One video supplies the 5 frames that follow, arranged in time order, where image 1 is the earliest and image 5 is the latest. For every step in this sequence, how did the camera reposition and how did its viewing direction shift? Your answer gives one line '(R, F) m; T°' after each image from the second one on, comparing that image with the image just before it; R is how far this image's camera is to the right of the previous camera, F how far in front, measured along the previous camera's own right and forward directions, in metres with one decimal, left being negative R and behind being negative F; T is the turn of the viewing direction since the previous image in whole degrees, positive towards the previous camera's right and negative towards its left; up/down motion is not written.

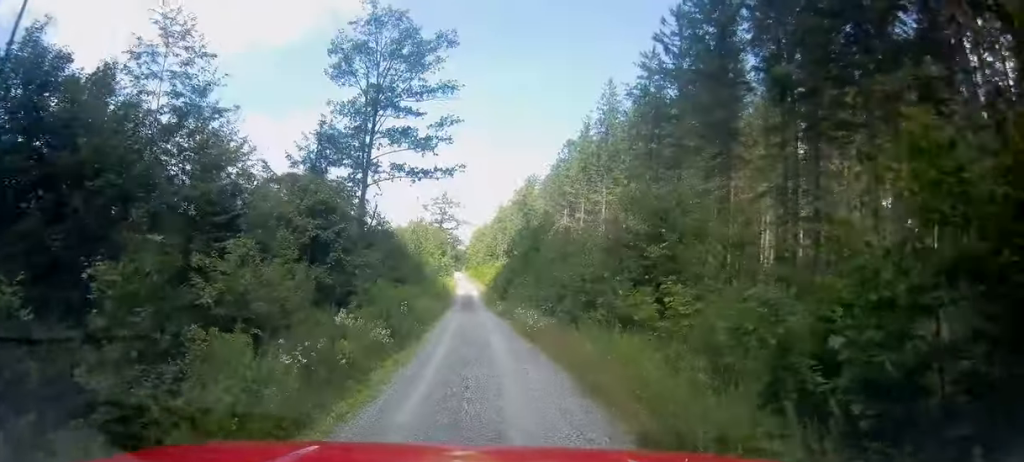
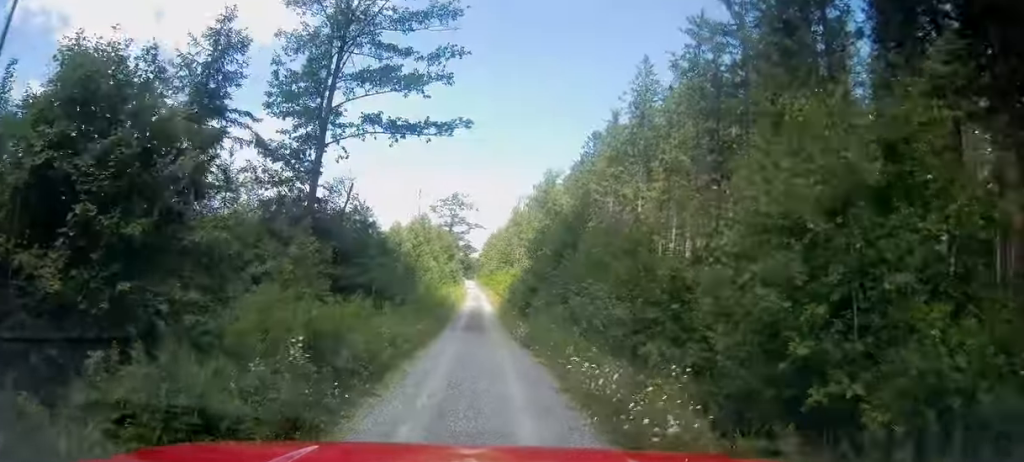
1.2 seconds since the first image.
(+0.3, +13.1) m; 0°
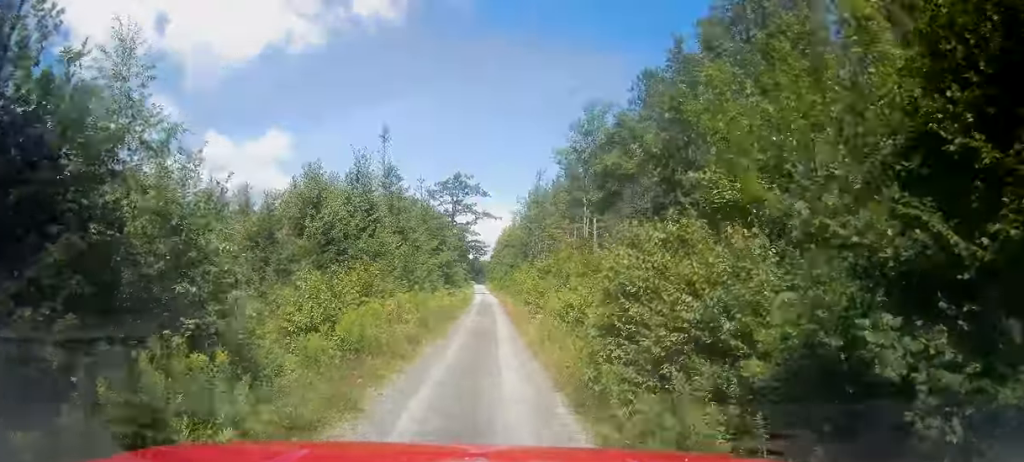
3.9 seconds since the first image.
(-1.3, +28.6) m; -2°
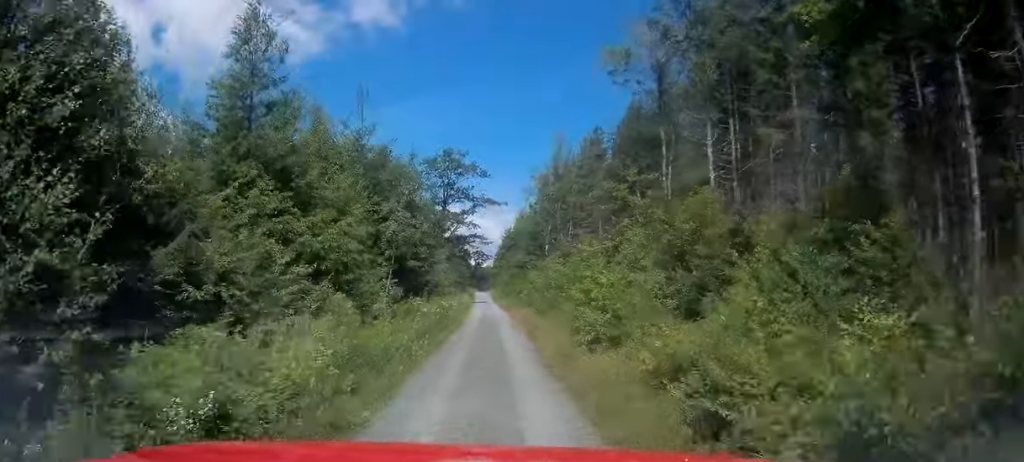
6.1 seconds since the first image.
(-0.4, +24.5) m; 0°
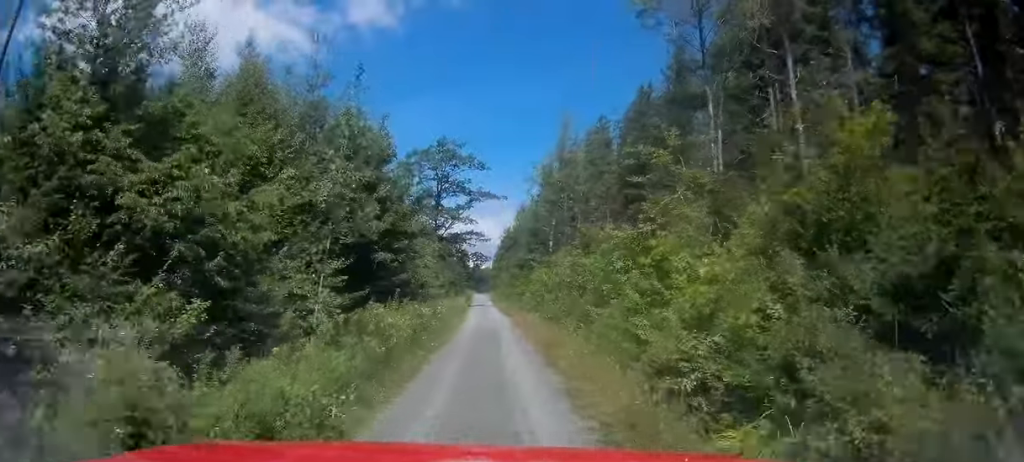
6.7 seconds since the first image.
(+0.2, +7.3) m; 0°
